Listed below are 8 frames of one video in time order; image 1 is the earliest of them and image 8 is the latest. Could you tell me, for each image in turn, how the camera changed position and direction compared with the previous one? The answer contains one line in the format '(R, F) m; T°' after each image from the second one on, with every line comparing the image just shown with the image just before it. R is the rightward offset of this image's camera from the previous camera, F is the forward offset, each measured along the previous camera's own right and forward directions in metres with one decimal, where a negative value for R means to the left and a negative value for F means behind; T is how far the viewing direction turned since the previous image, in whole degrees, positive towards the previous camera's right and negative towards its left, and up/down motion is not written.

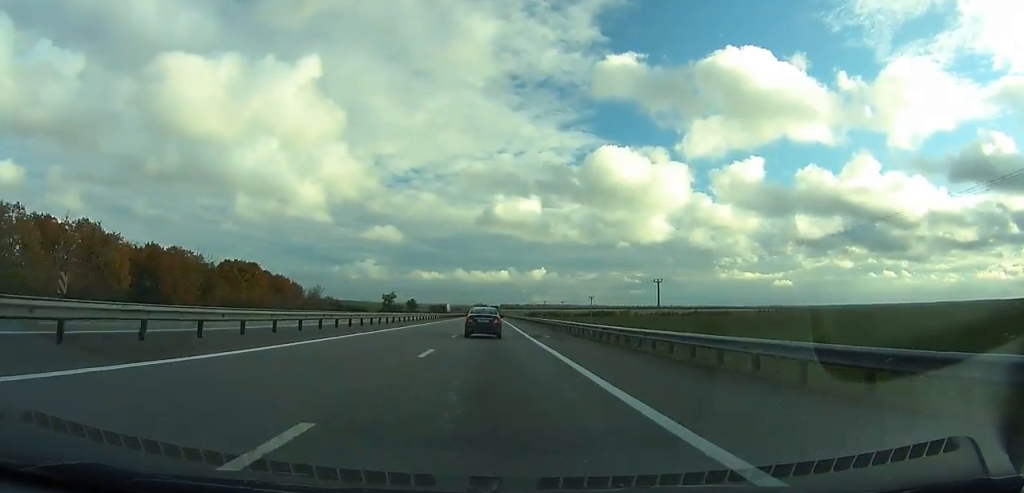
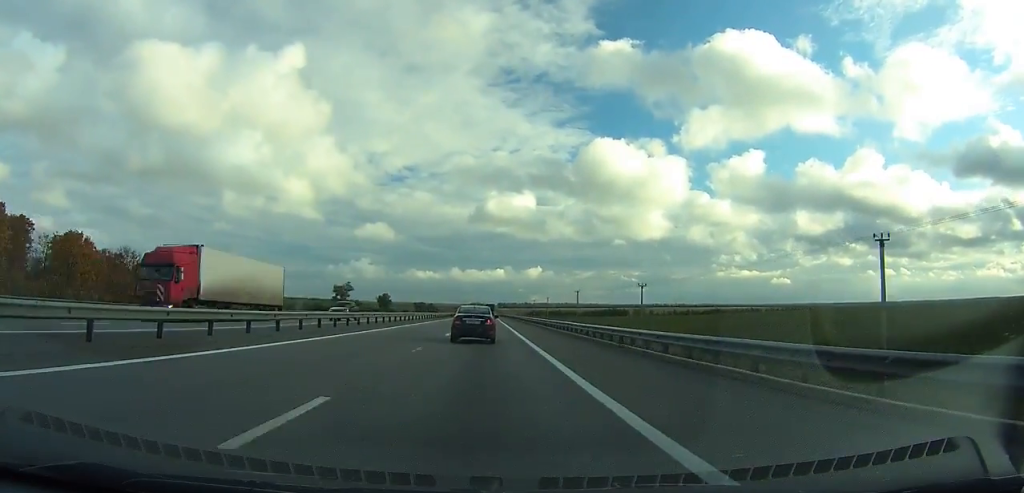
(+0.4, +96.2) m; 0°
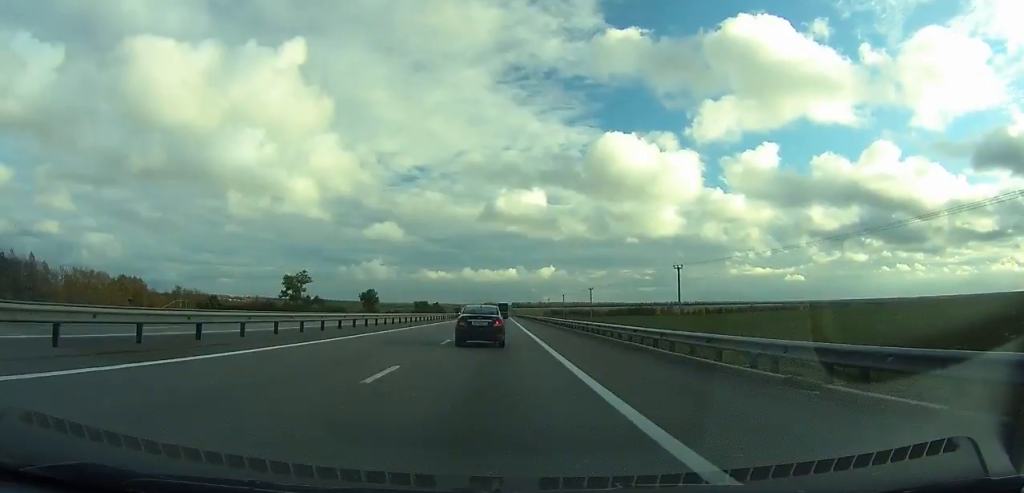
(-0.2, +68.5) m; -1°
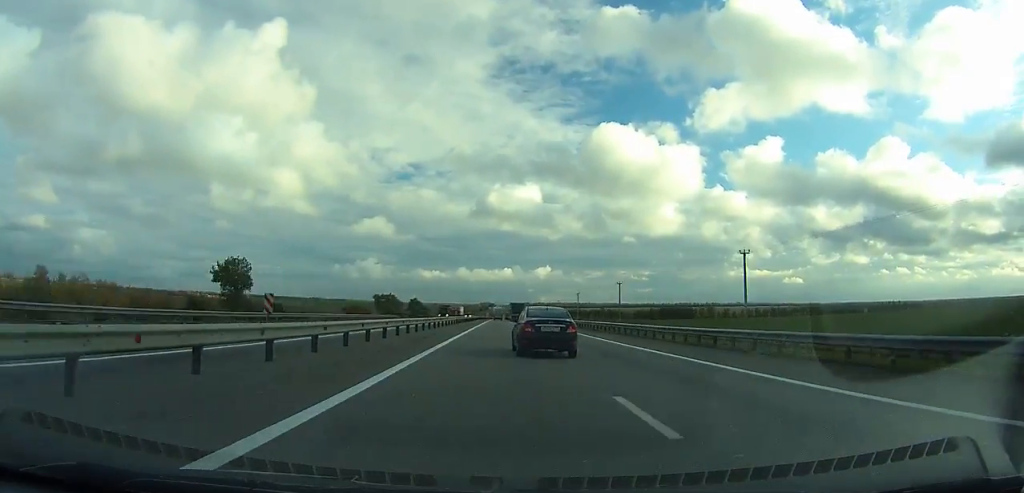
(-1.9, +135.8) m; -1°
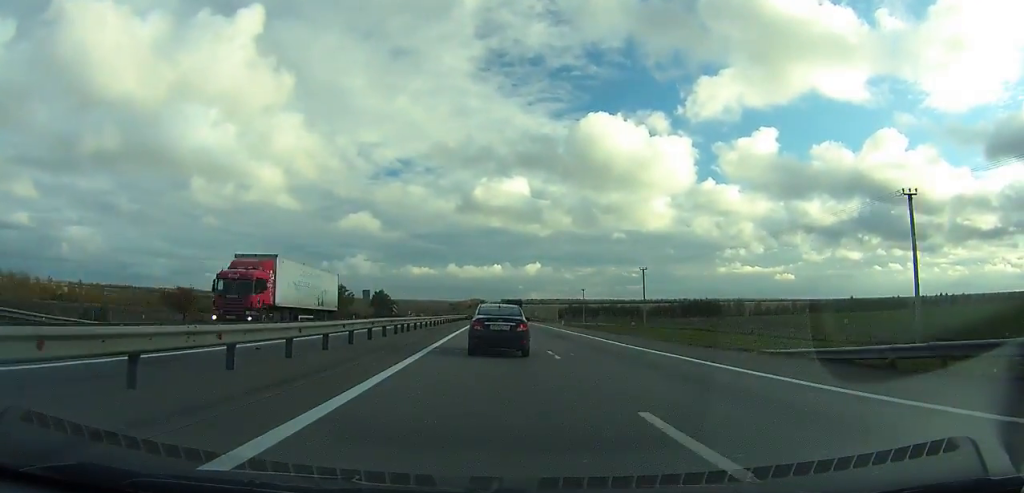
(+0.5, +85.0) m; +1°
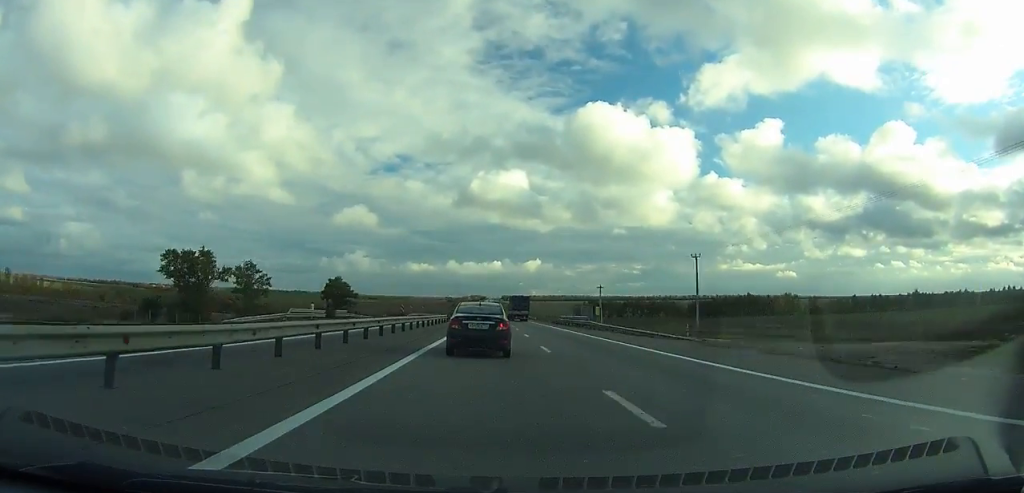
(+0.7, +81.9) m; +1°
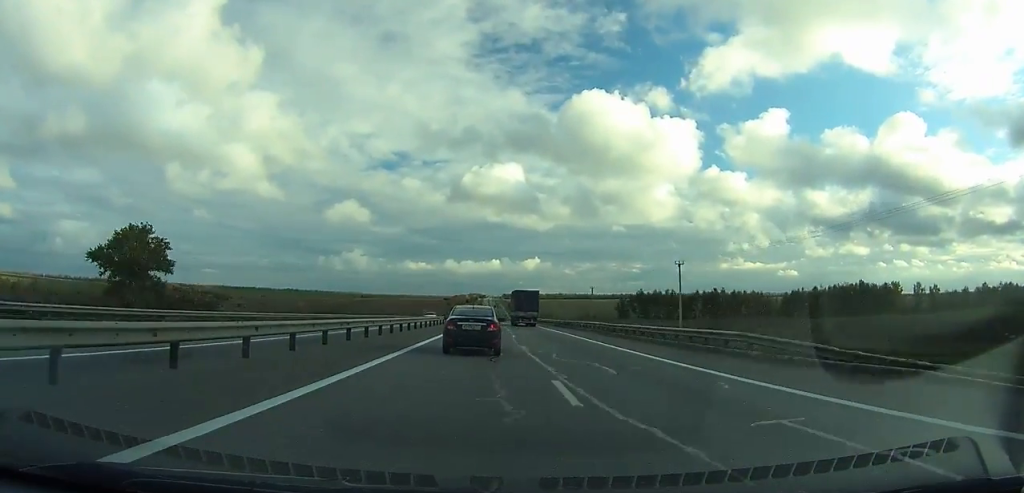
(+0.2, +119.1) m; 0°
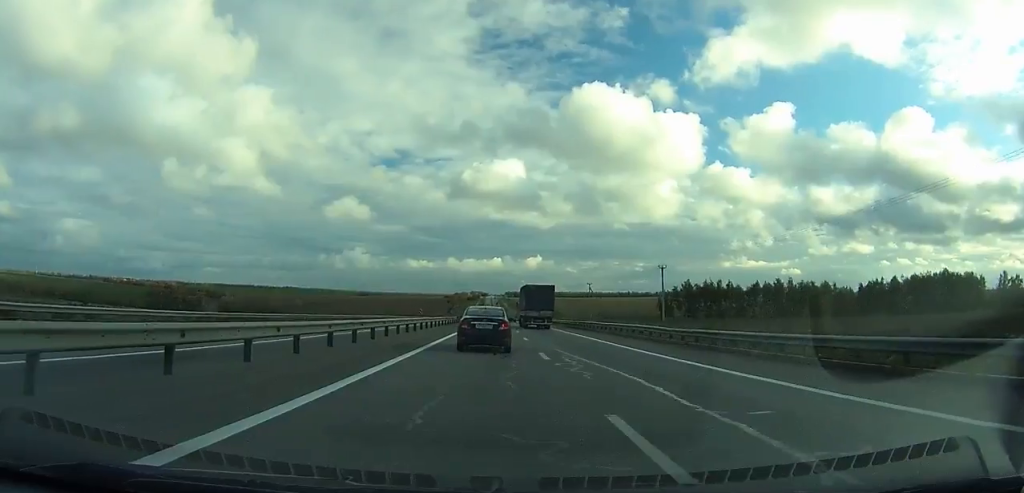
(+0.1, +52.1) m; 0°
